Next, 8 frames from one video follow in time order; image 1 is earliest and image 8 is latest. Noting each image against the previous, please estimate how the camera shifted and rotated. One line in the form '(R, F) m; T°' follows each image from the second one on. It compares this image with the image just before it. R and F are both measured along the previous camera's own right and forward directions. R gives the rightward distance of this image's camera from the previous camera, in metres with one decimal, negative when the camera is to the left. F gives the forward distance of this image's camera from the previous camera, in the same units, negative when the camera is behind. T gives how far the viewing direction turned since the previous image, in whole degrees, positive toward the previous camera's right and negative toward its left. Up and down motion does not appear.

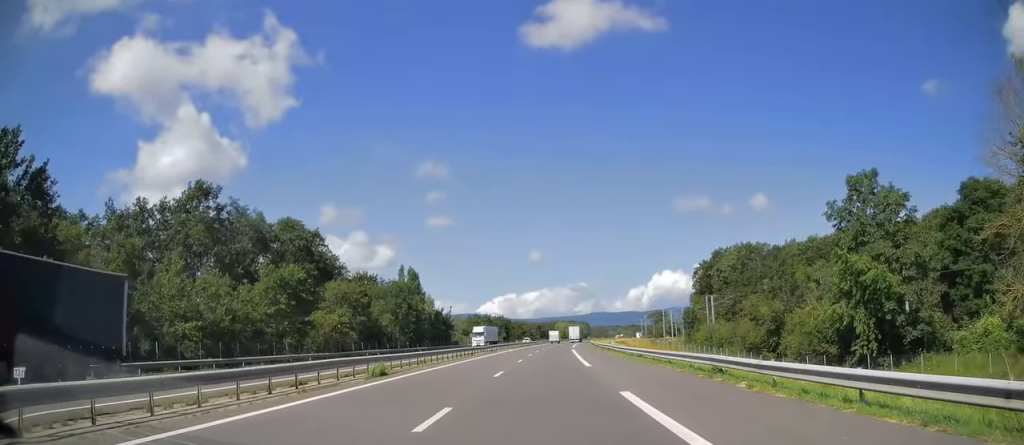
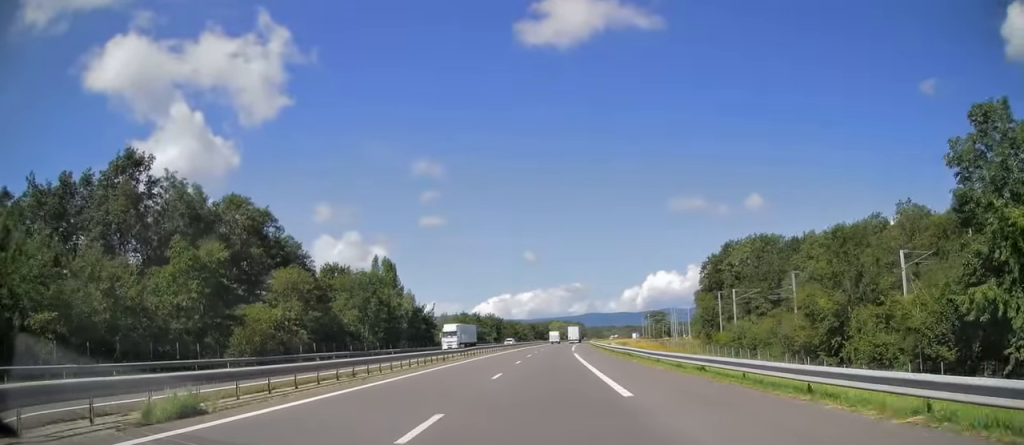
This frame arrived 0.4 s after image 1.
(0.0, +13.9) m; 0°
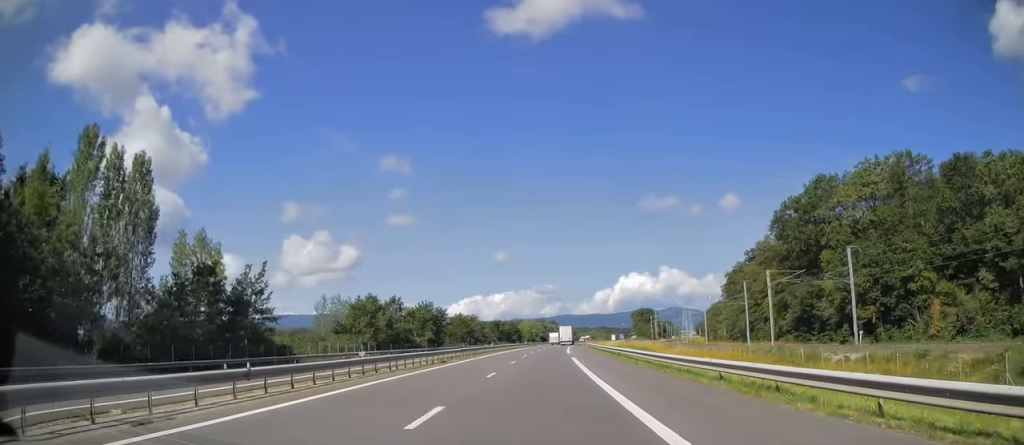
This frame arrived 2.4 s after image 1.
(+1.1, +63.2) m; +3°
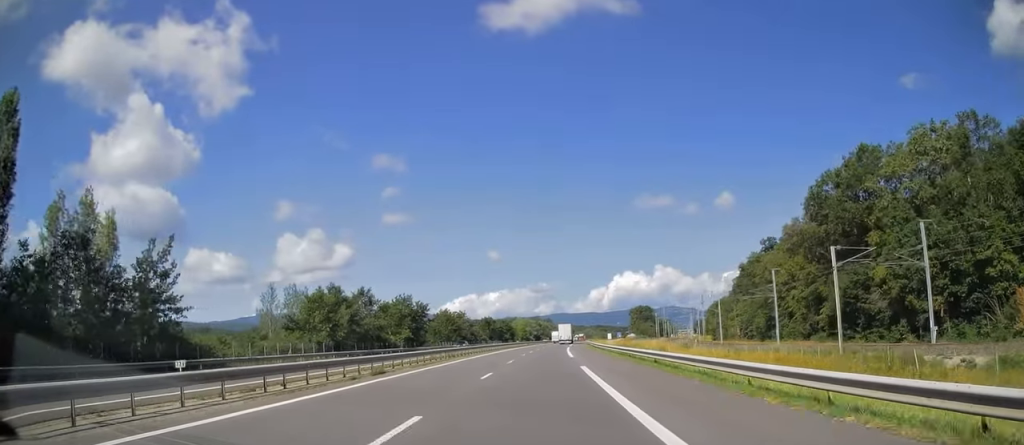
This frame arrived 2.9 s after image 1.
(+0.4, +14.4) m; +1°
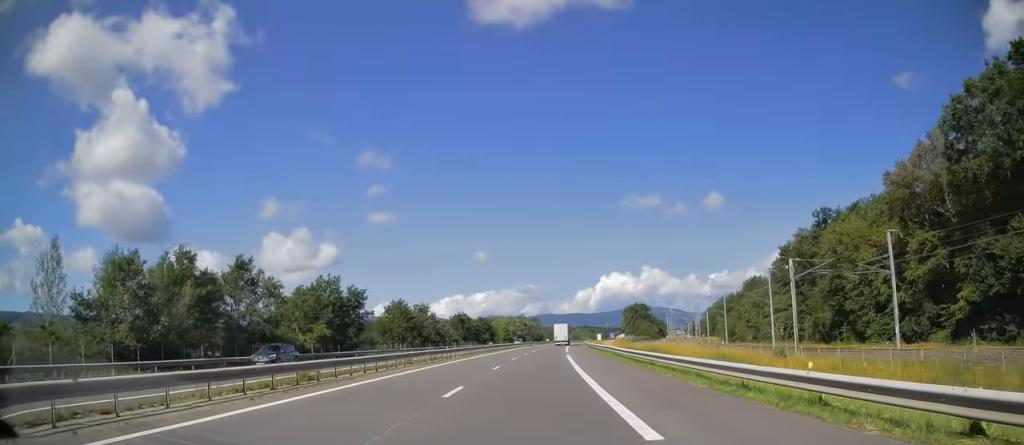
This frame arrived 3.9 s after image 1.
(+0.4, +32.1) m; +1°
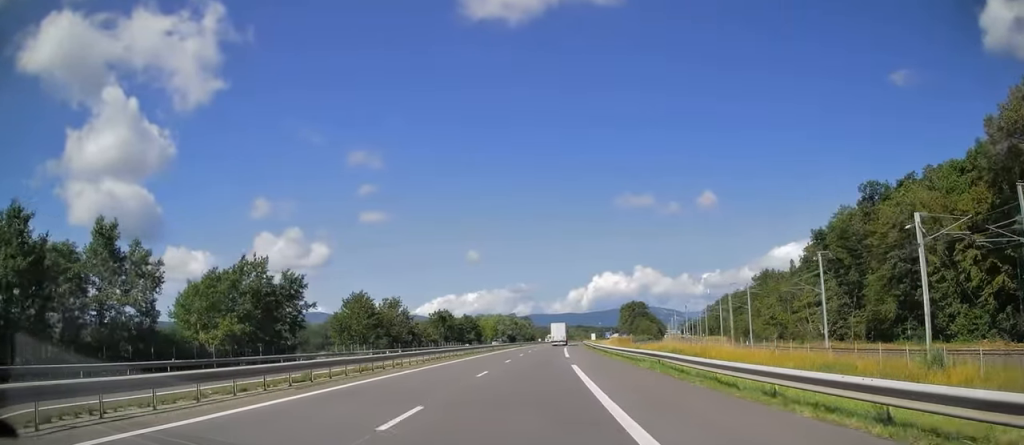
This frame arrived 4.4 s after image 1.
(0.0, +18.2) m; 0°
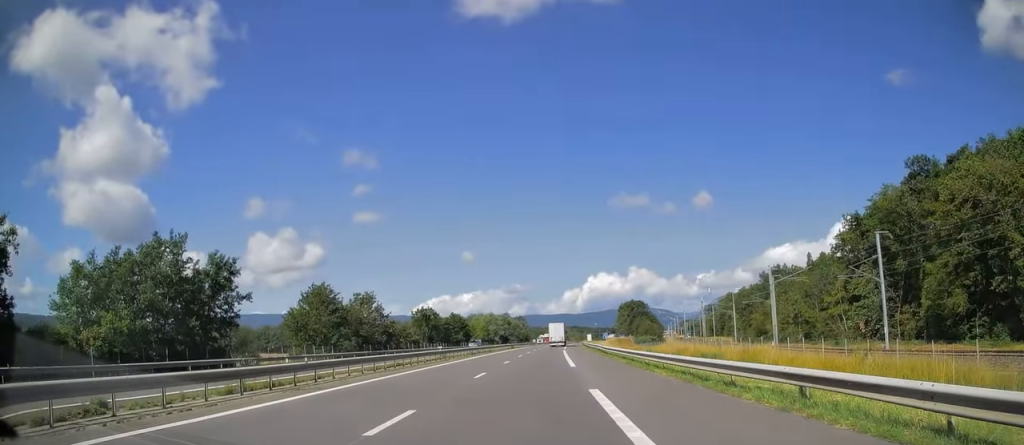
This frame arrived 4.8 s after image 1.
(0.0, +13.4) m; +1°
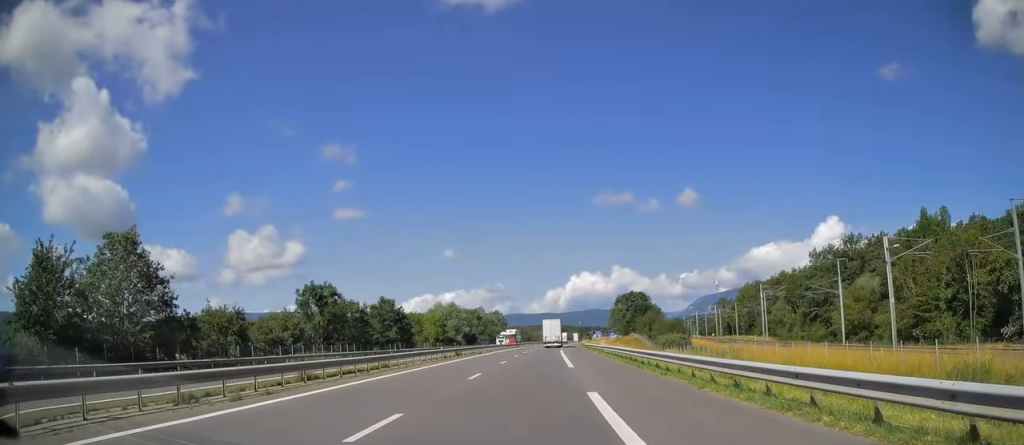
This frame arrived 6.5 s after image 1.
(+1.3, +52.3) m; +3°
